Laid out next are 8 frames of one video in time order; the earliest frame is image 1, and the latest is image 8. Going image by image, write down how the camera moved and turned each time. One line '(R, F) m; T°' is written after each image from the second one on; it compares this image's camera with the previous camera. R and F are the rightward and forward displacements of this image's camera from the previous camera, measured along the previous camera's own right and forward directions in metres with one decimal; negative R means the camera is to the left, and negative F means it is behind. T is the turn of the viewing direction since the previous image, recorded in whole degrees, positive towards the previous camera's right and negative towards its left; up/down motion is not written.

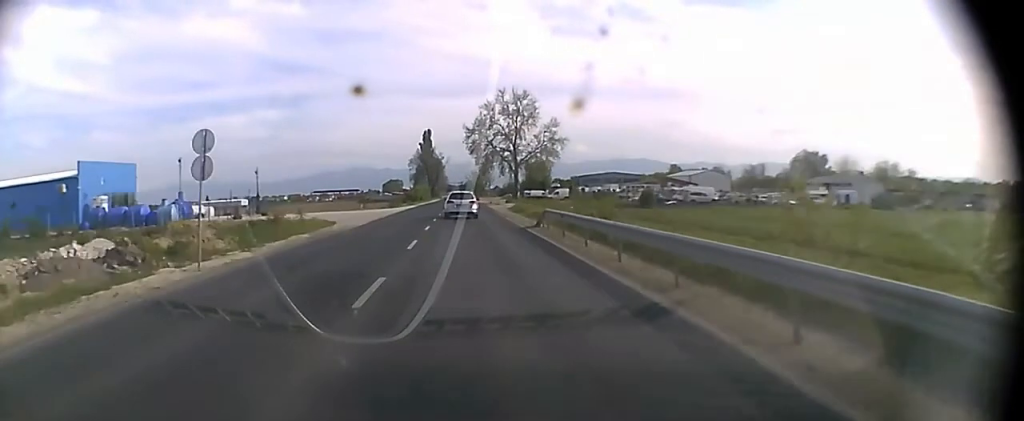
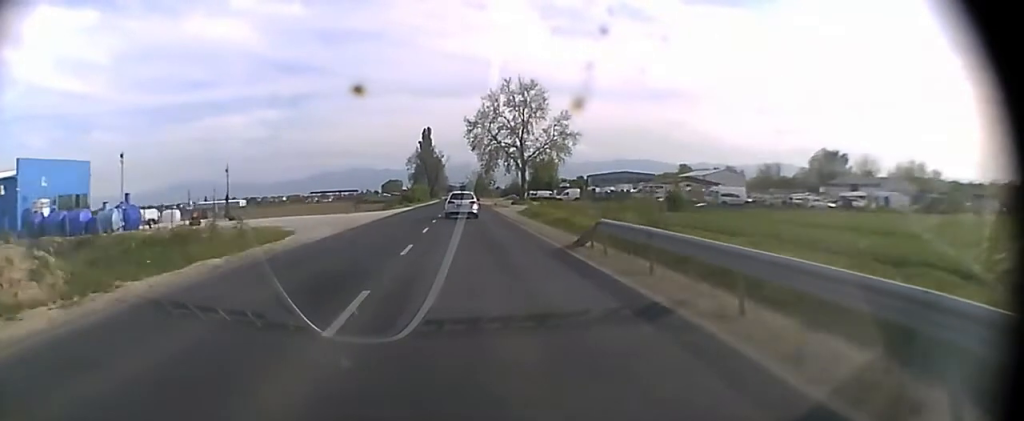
(0.0, +10.6) m; 0°
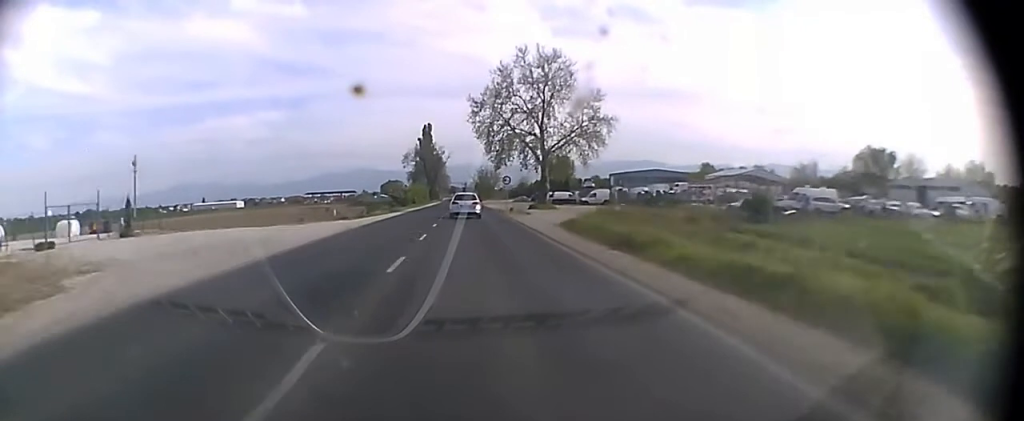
(0.0, +21.2) m; 0°
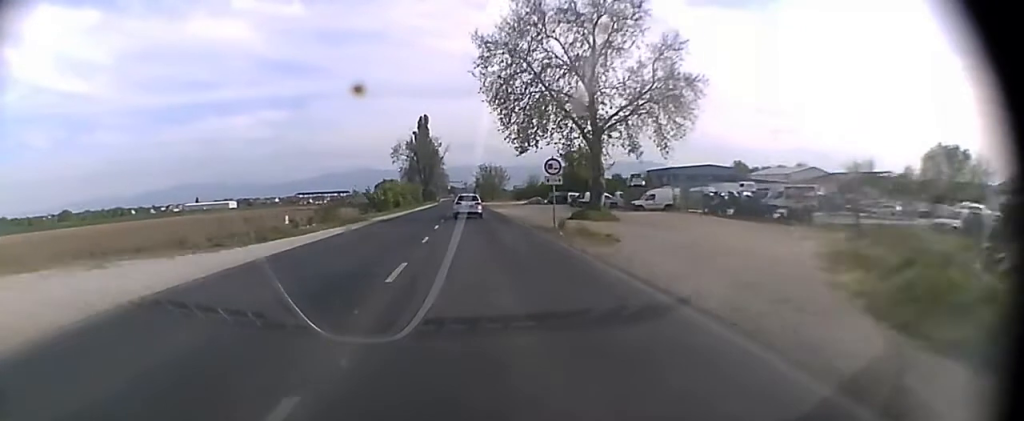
(-0.1, +28.2) m; 0°
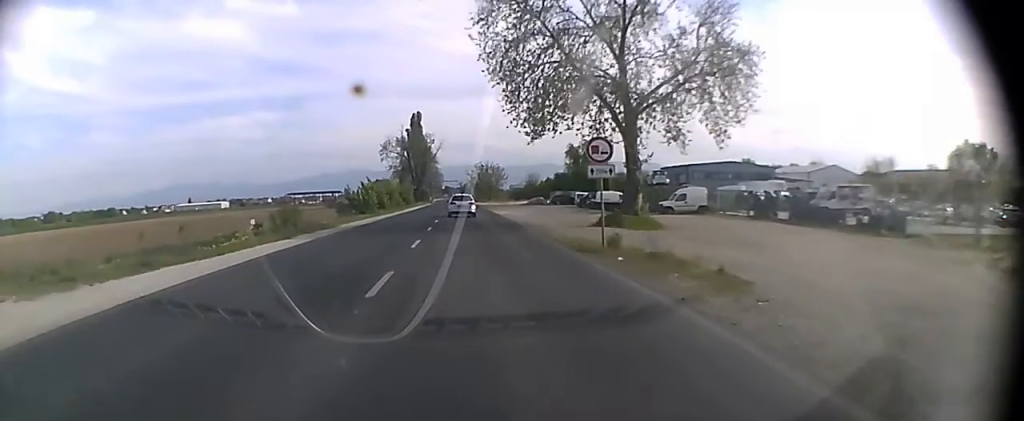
(0.0, +10.6) m; 0°
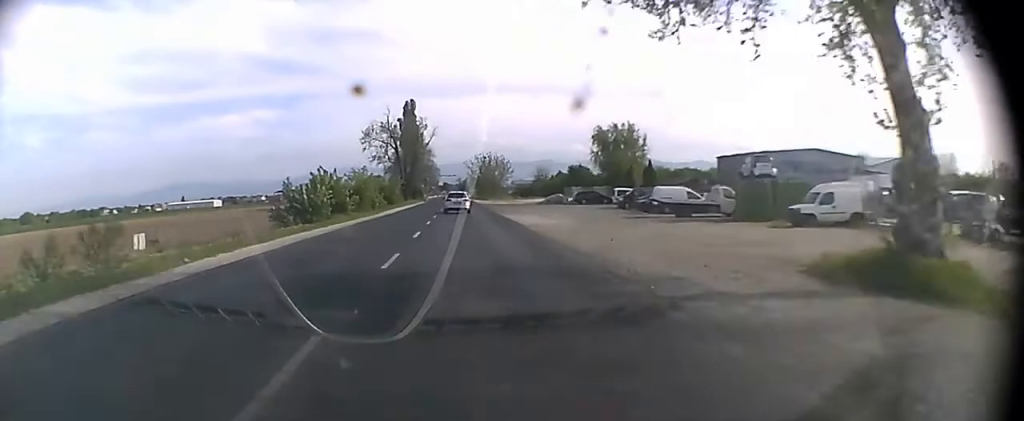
(0.0, +23.1) m; 0°
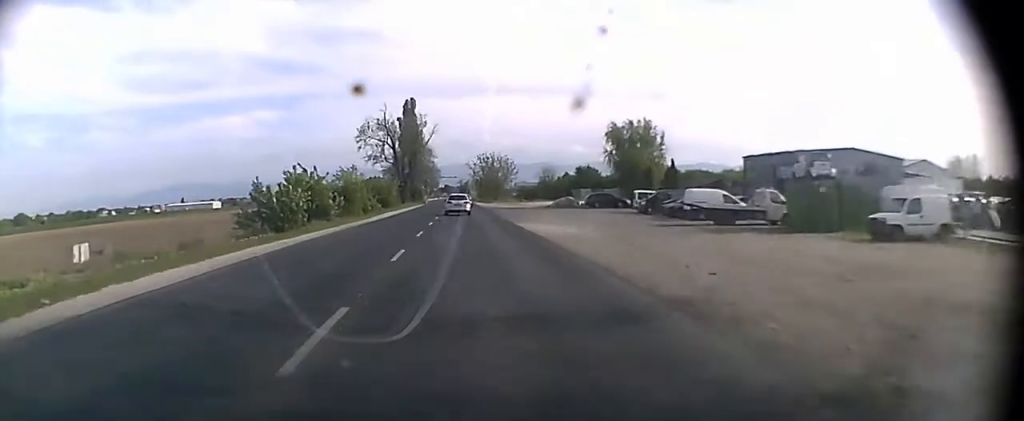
(0.0, +7.2) m; 0°
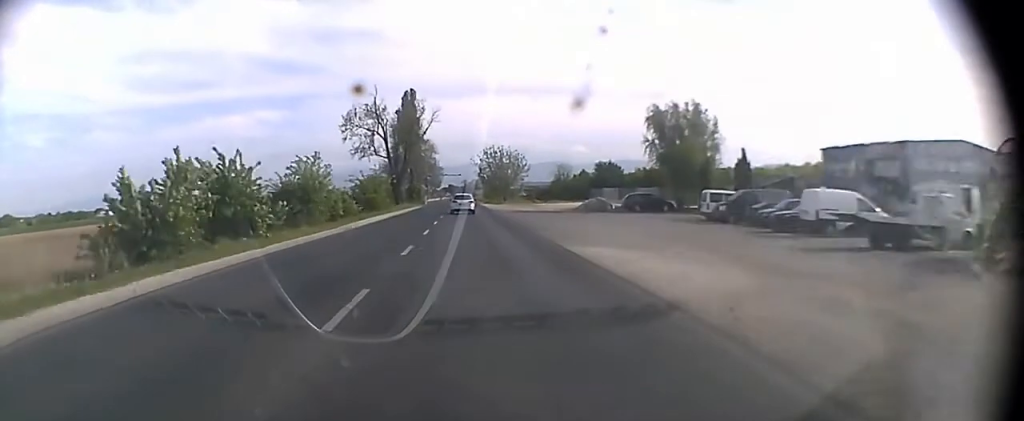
(0.0, +16.2) m; 0°
